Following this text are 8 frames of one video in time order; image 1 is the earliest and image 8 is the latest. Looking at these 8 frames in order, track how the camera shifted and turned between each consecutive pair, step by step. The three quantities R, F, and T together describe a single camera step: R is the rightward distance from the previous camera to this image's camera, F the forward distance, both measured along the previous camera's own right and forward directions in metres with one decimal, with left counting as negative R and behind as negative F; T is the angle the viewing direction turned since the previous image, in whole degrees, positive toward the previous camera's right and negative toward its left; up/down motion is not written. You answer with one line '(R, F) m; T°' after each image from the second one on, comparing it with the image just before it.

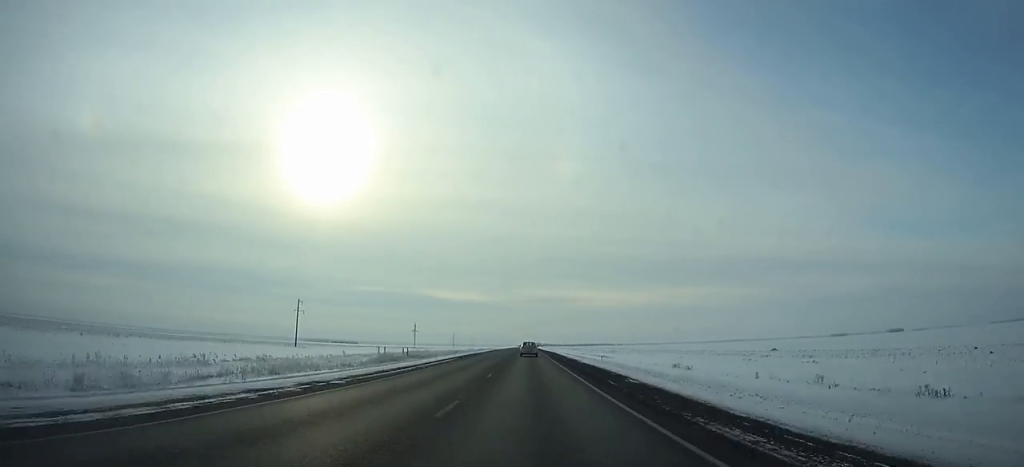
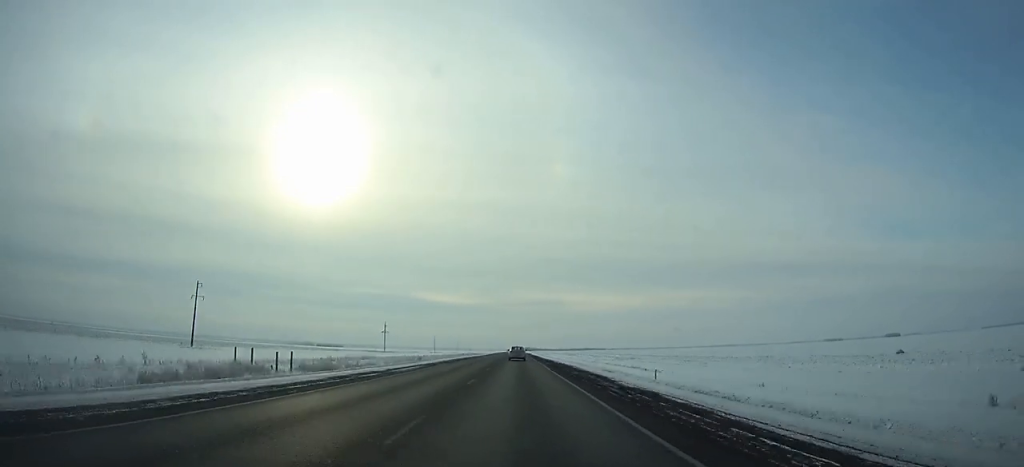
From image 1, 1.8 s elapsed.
(0.0, +51.1) m; 0°
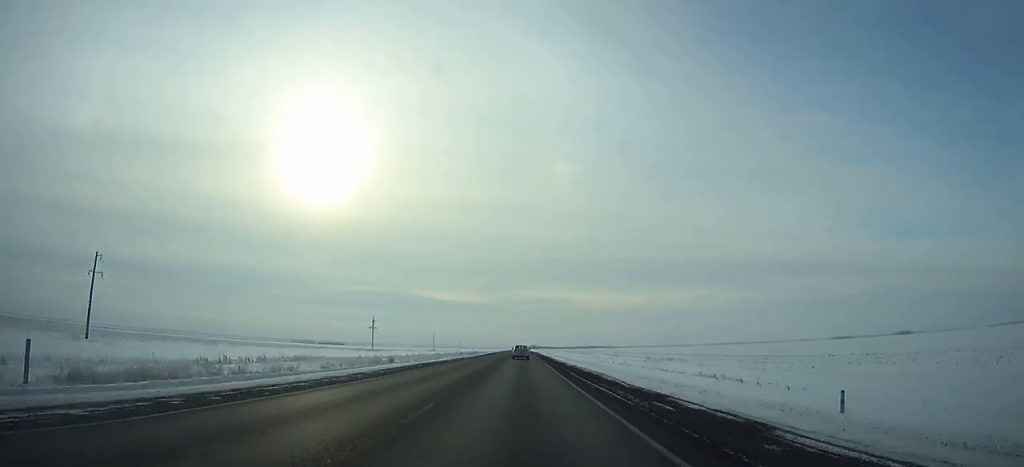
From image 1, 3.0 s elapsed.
(0.0, +34.0) m; 0°
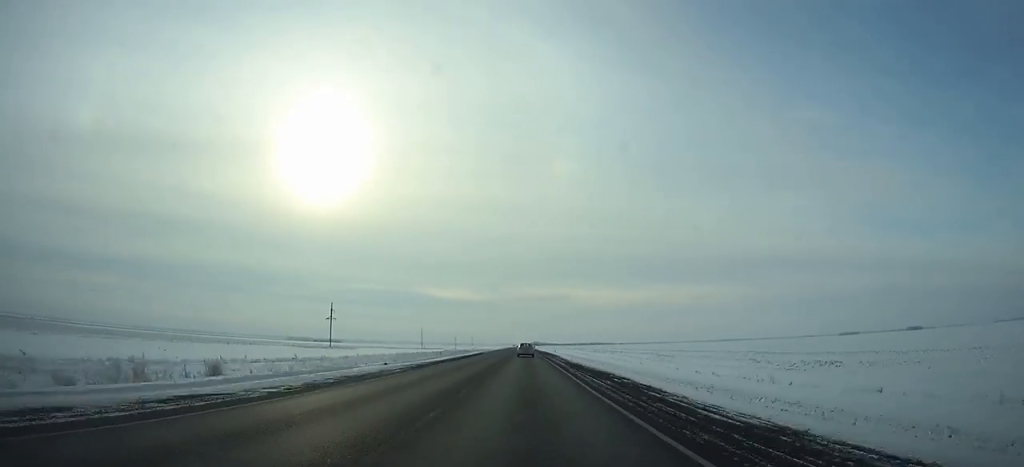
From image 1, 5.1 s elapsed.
(0.0, +59.5) m; 0°
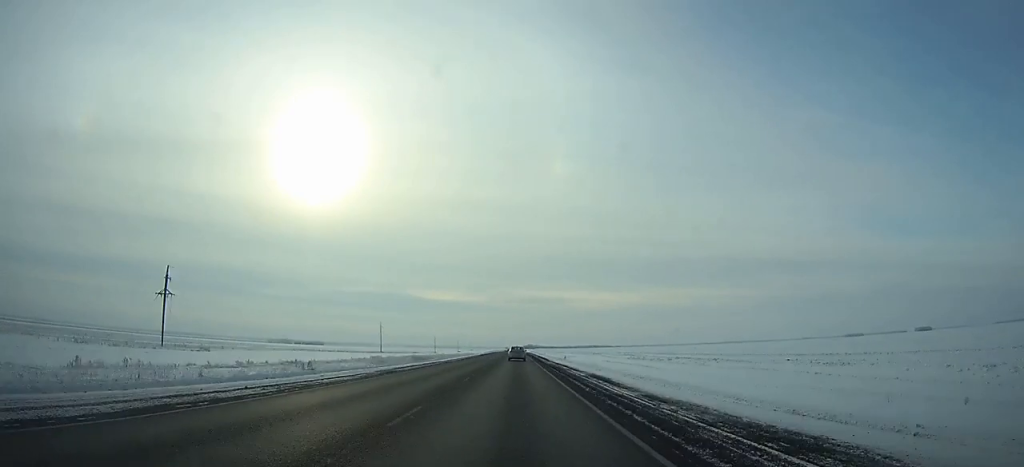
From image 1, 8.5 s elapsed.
(0.0, +96.1) m; 0°
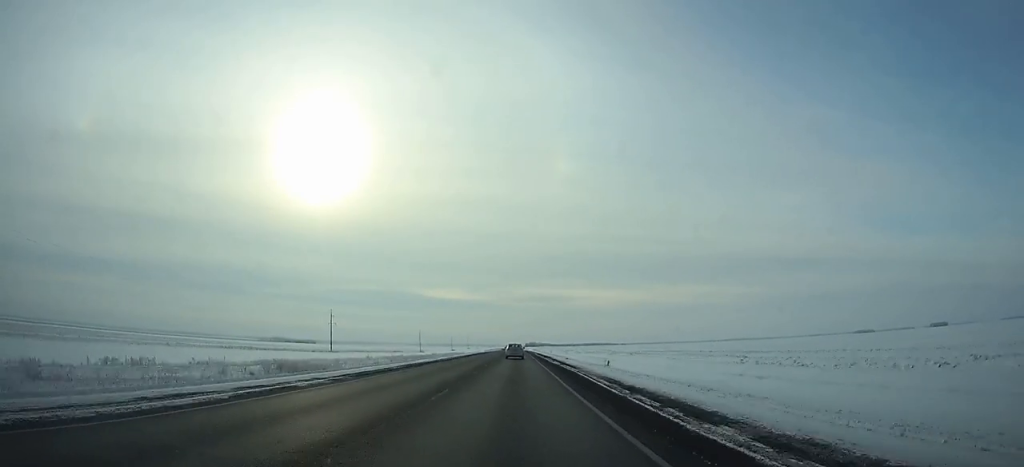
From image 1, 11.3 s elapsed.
(+0.1, +78.5) m; 0°
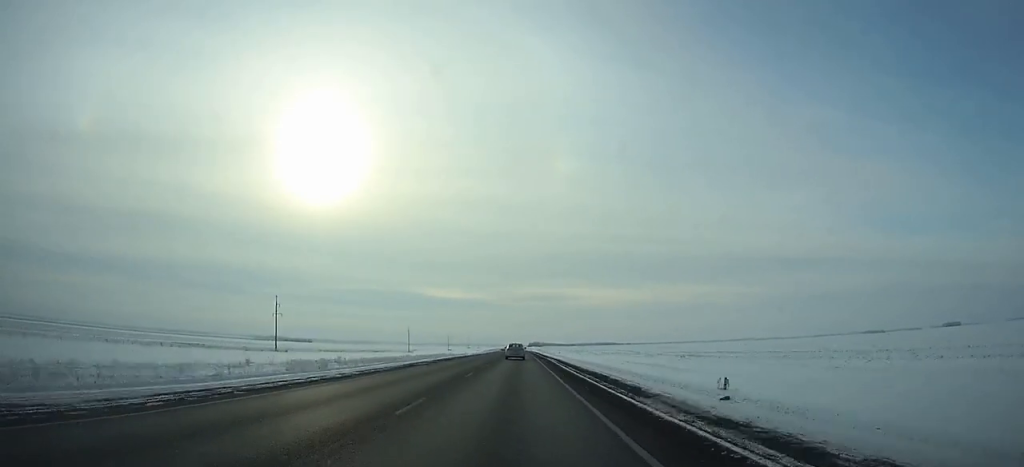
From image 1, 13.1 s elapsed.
(0.0, +50.0) m; 0°
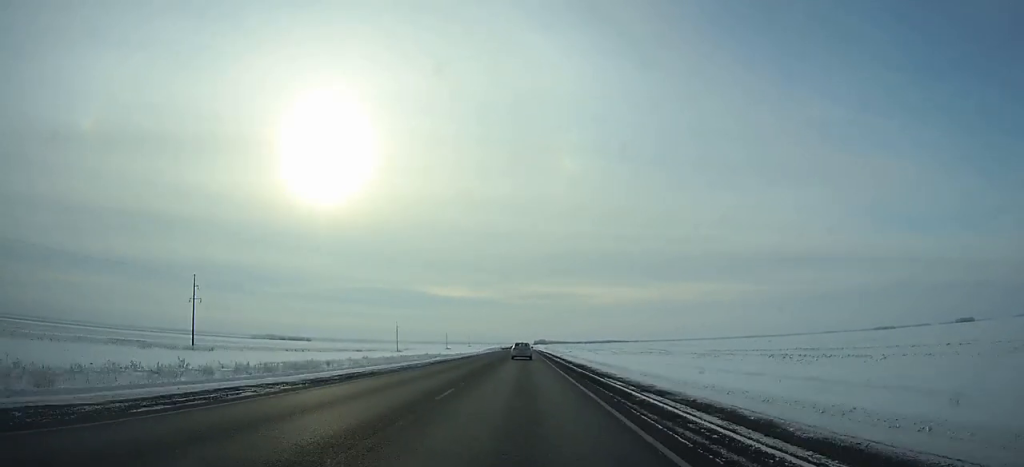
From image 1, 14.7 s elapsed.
(-0.2, +44.0) m; 0°
